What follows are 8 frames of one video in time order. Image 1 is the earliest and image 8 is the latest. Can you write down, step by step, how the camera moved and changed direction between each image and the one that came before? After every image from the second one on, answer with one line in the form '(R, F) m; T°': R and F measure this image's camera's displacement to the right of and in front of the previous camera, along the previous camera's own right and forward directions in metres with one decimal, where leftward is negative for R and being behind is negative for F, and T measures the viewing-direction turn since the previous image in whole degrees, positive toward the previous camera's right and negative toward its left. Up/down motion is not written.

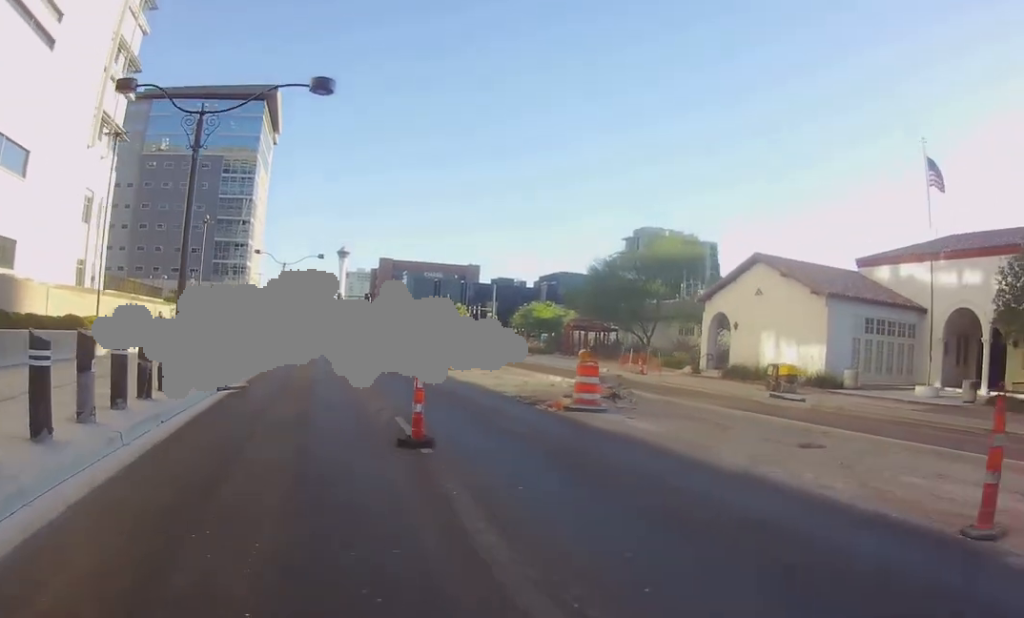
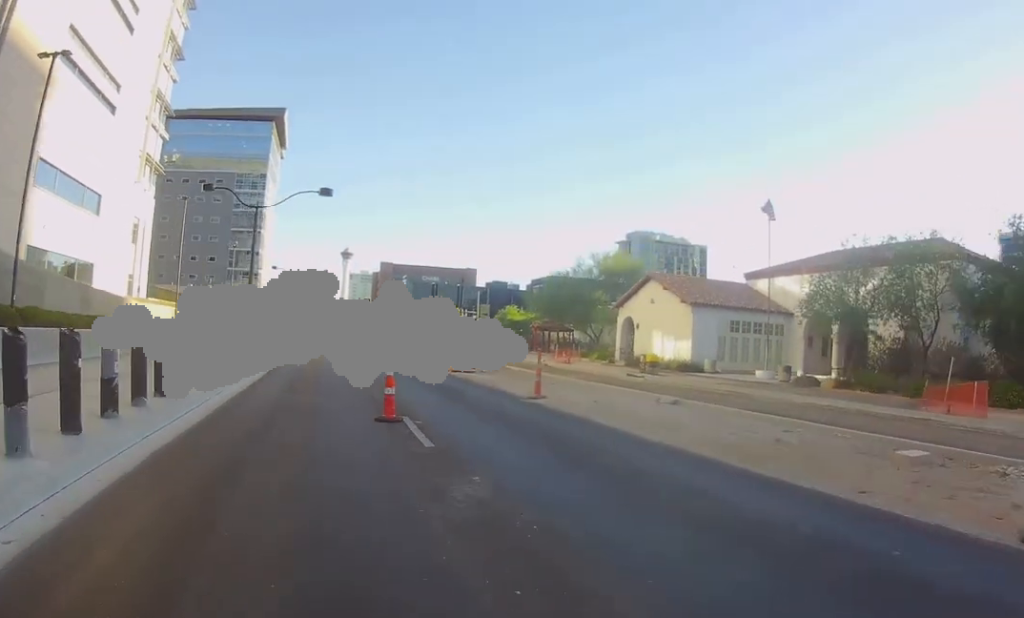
(+0.2, +13.5) m; 0°
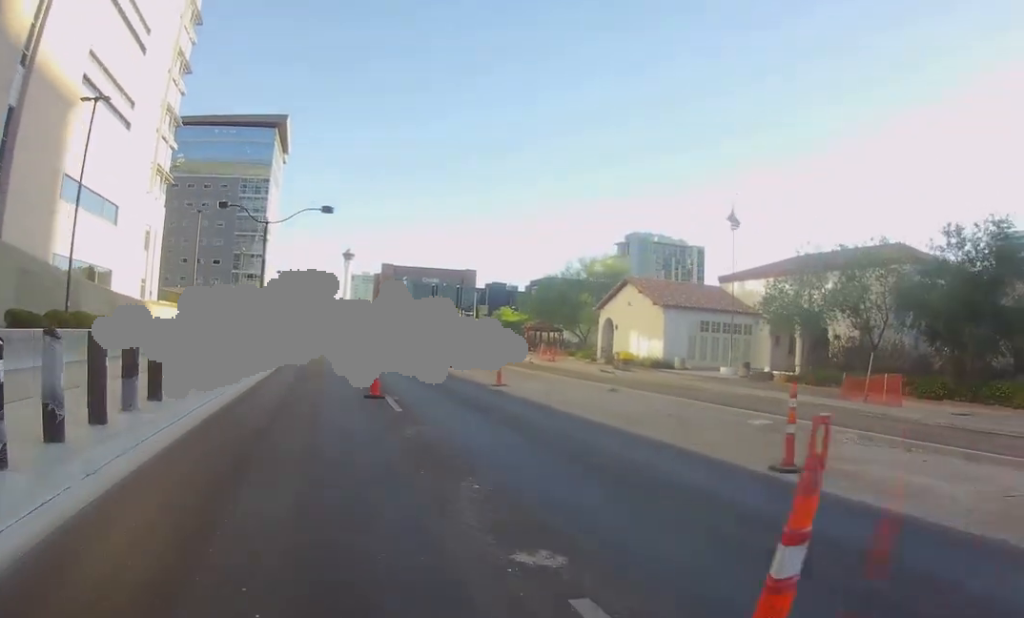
(-0.1, +4.2) m; 0°
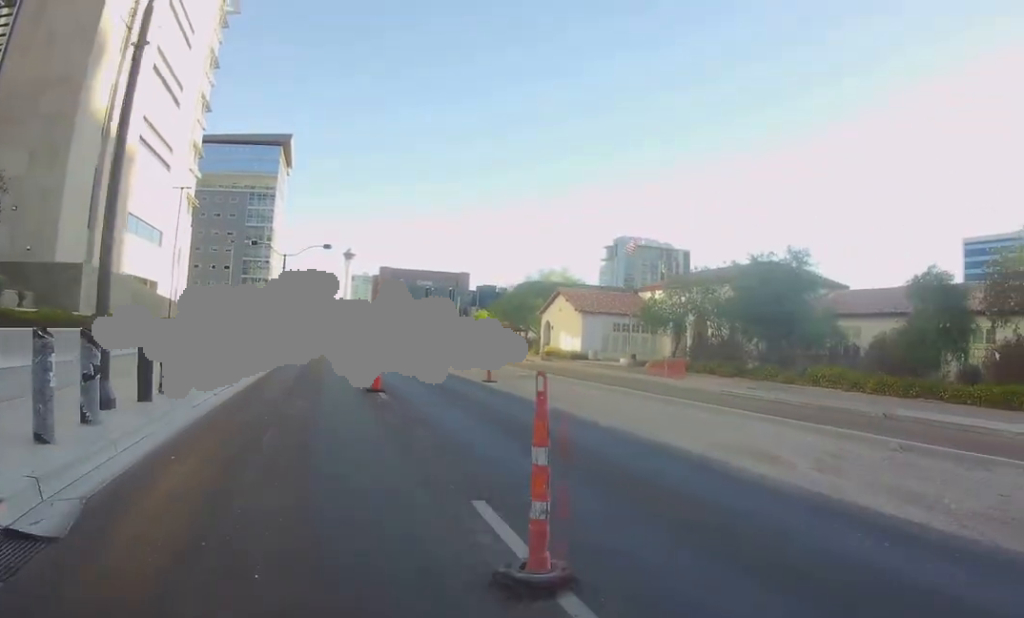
(+0.3, +15.6) m; +1°
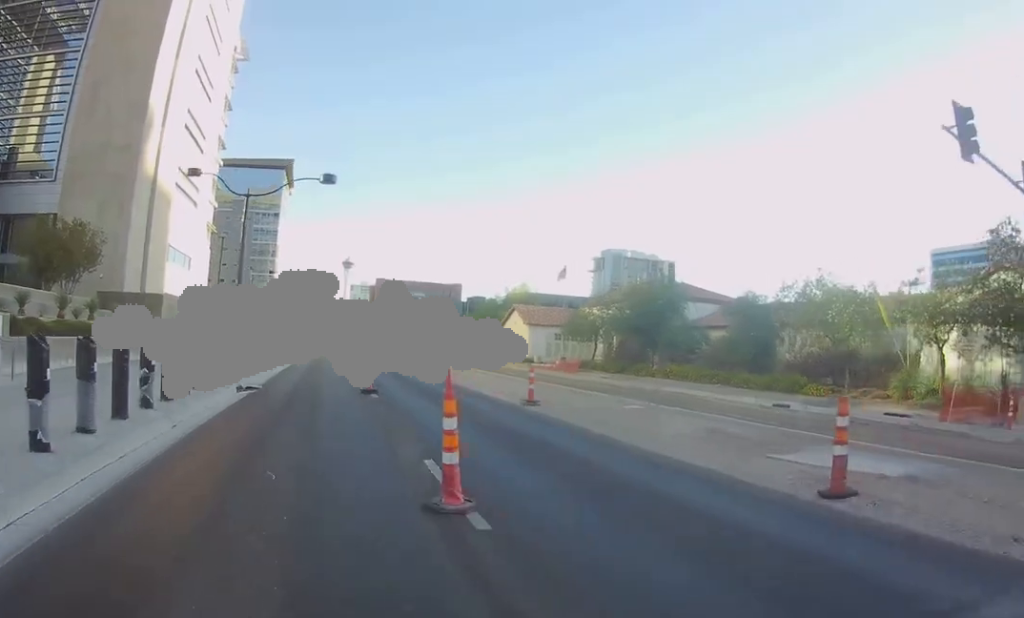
(-0.5, +15.4) m; -2°
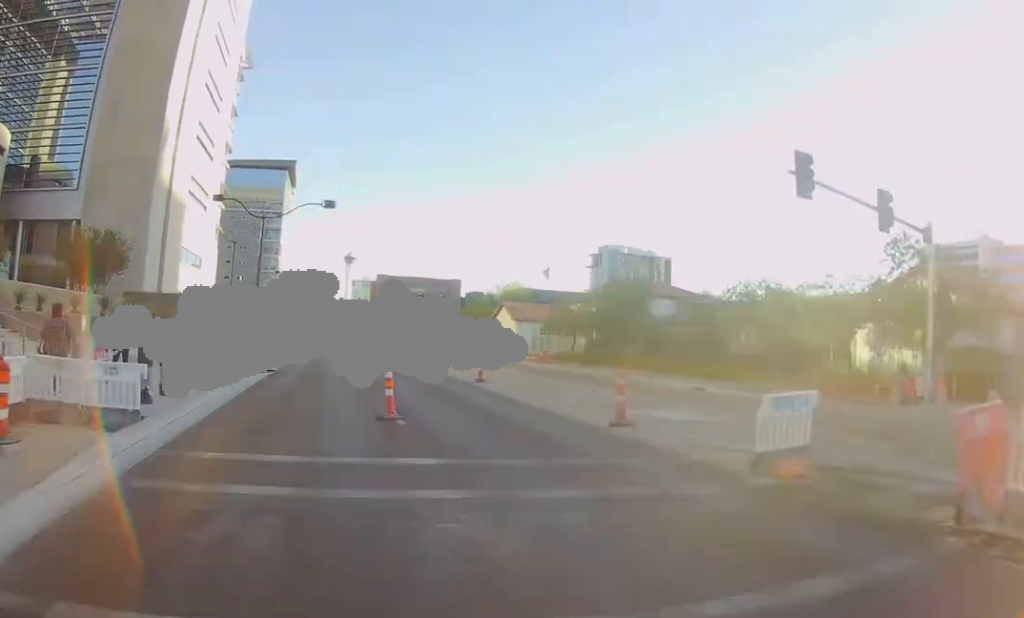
(0.0, +6.2) m; +1°
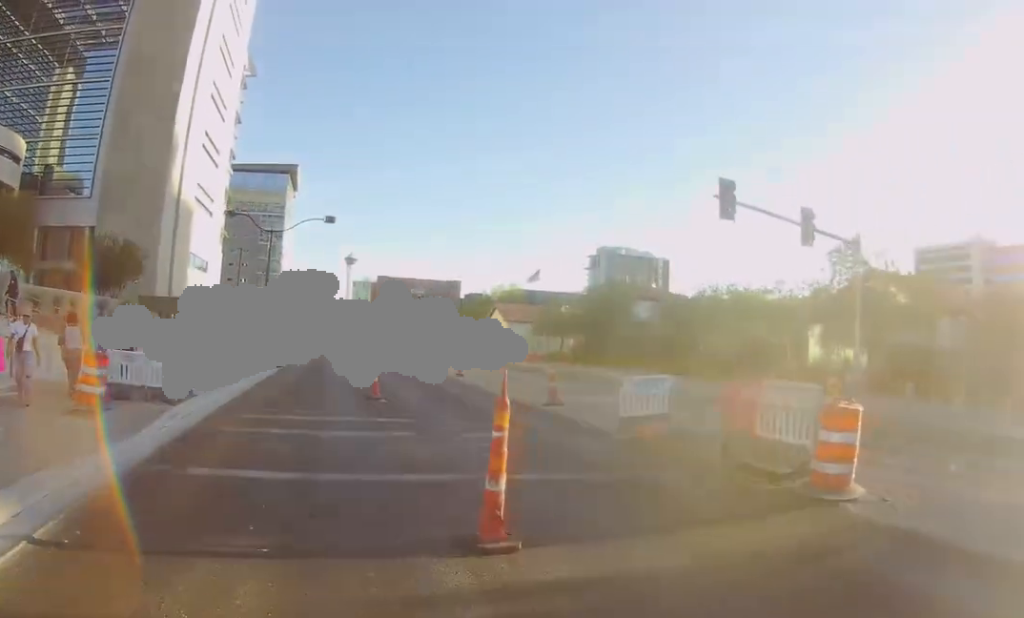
(0.0, +3.8) m; -1°
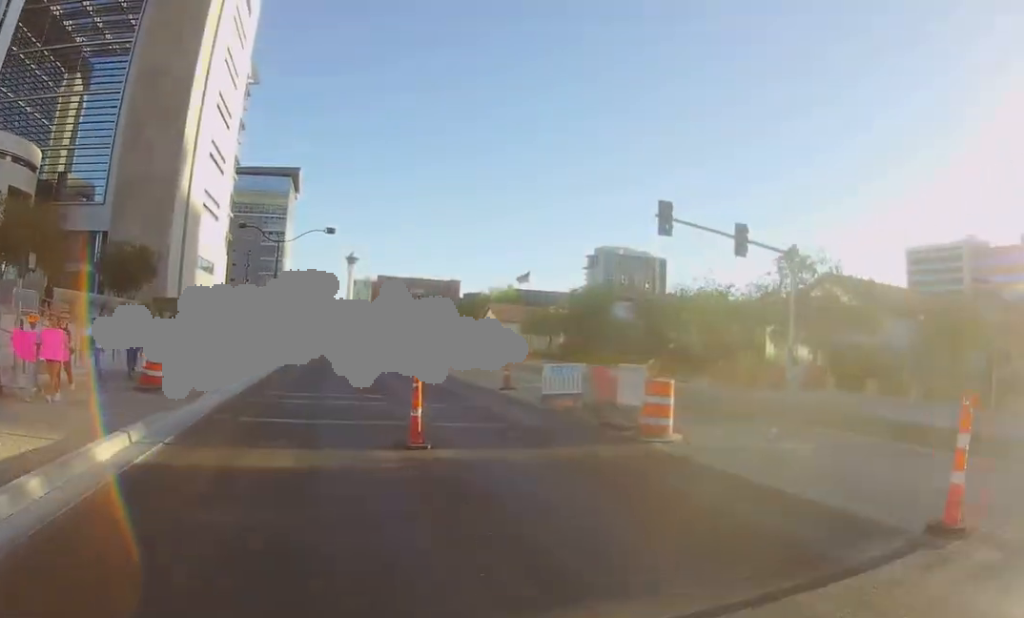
(+0.1, +4.1) m; -1°
